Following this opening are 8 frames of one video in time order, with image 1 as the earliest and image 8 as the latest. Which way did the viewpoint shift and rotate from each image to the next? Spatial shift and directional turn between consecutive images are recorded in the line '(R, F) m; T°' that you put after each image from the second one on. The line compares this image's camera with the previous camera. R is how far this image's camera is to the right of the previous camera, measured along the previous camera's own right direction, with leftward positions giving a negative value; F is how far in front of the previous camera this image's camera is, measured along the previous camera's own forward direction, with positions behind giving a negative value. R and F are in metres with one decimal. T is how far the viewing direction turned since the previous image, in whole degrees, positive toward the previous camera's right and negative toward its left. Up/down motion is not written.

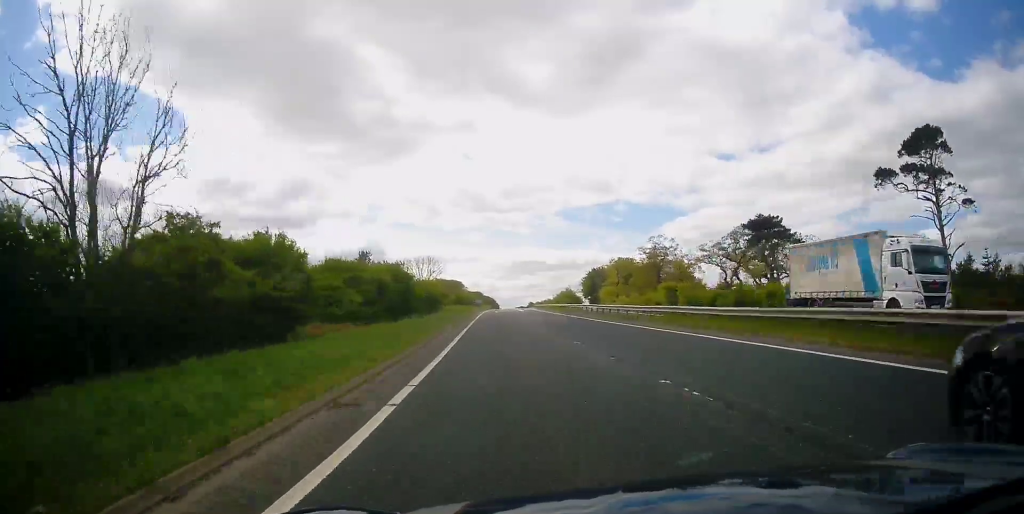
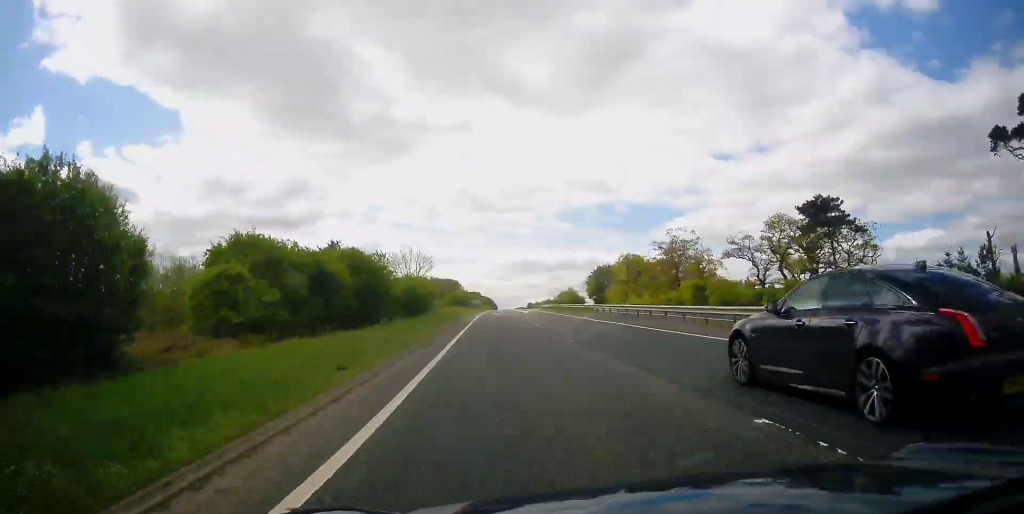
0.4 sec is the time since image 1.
(0.0, +12.4) m; 0°
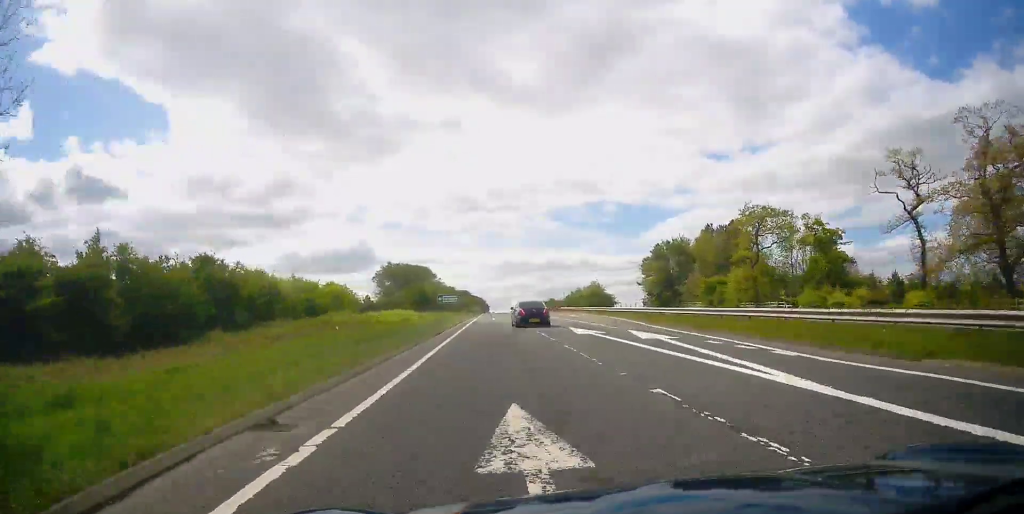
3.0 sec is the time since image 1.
(+0.6, +71.9) m; +1°
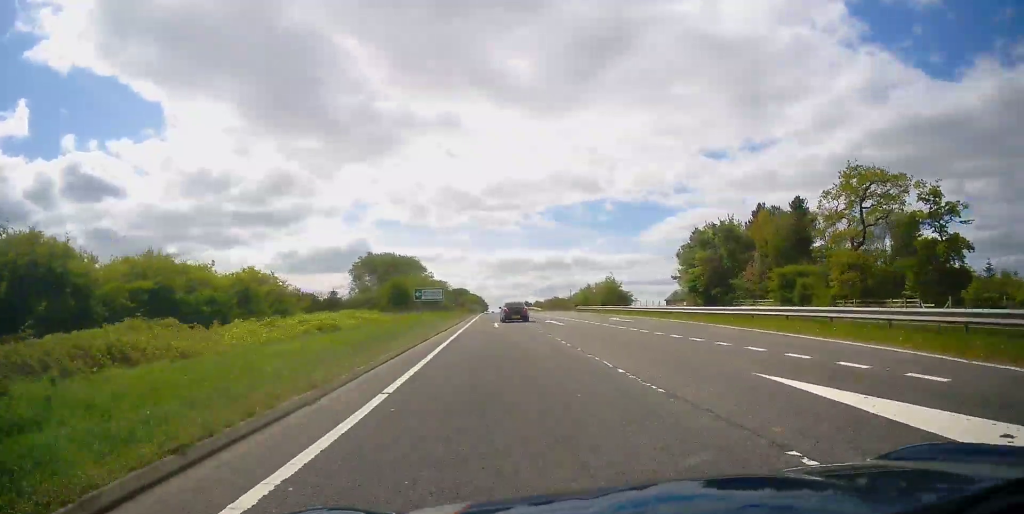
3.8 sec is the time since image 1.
(+0.1, +21.5) m; 0°
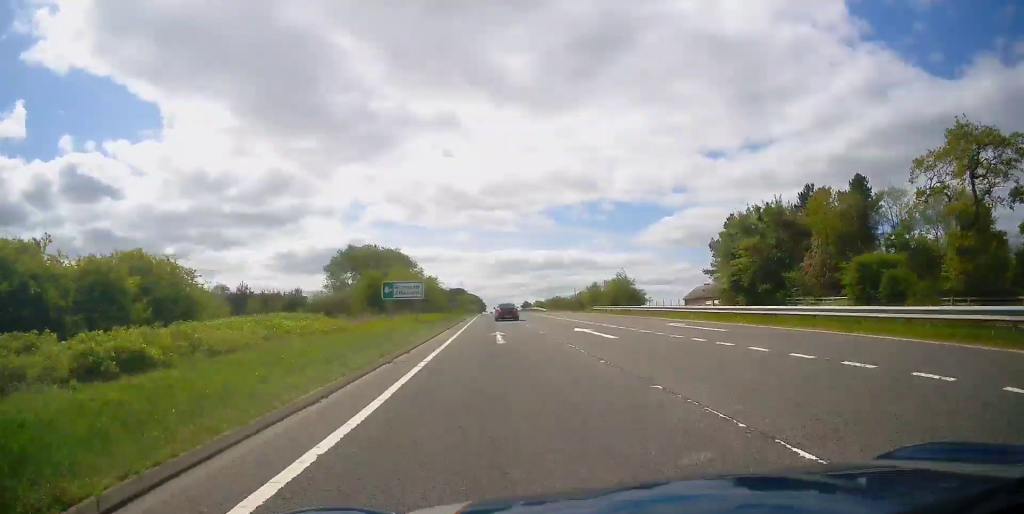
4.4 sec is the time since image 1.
(+0.1, +13.9) m; 0°
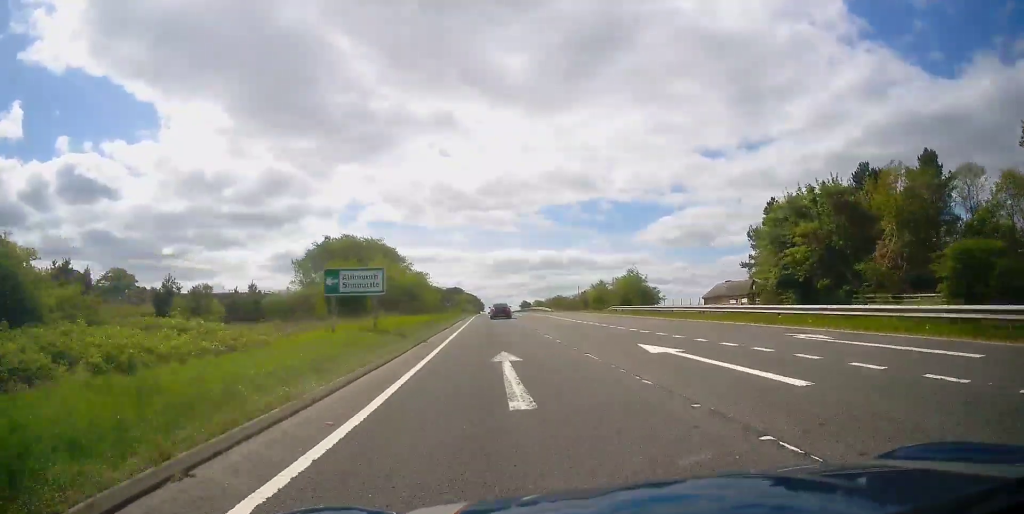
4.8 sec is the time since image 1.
(0.0, +12.8) m; 0°
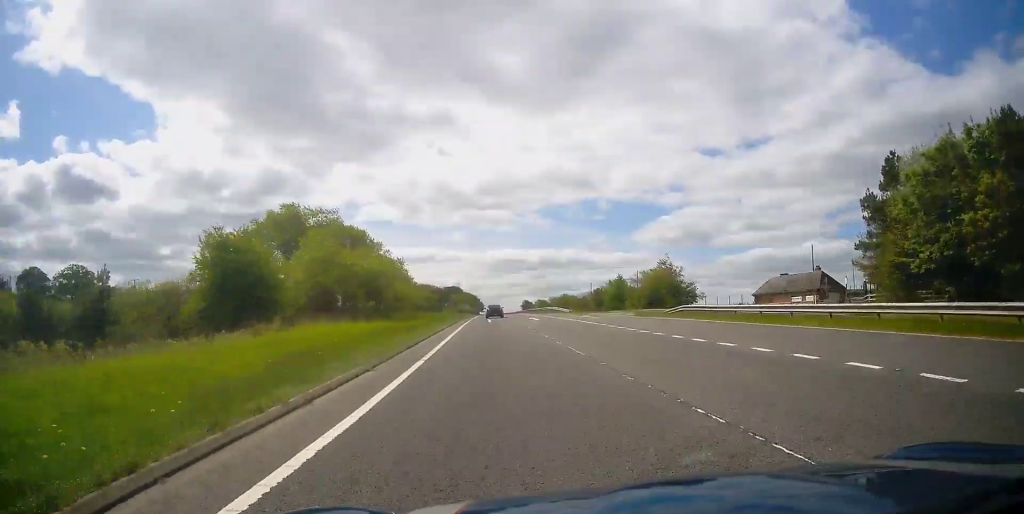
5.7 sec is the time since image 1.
(0.0, +22.3) m; 0°
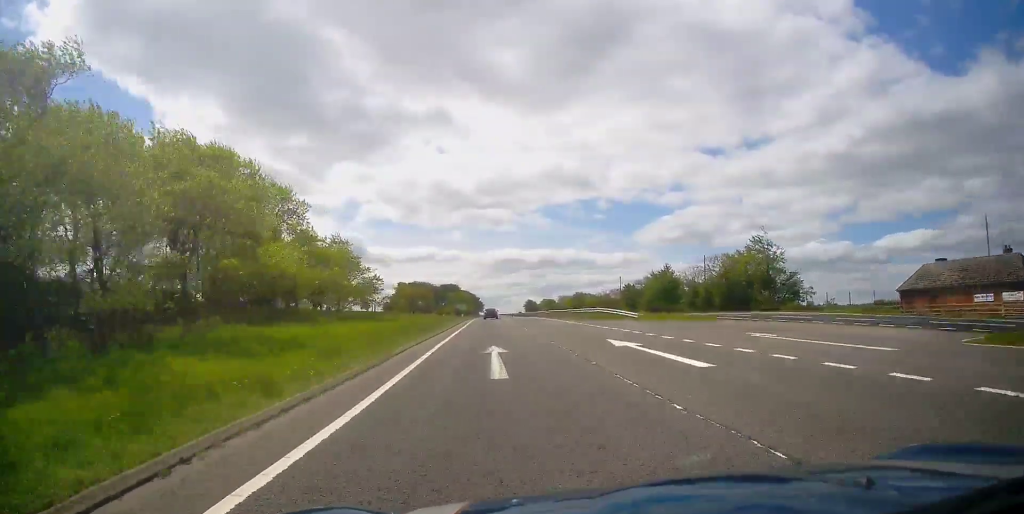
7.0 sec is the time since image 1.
(0.0, +35.1) m; 0°
